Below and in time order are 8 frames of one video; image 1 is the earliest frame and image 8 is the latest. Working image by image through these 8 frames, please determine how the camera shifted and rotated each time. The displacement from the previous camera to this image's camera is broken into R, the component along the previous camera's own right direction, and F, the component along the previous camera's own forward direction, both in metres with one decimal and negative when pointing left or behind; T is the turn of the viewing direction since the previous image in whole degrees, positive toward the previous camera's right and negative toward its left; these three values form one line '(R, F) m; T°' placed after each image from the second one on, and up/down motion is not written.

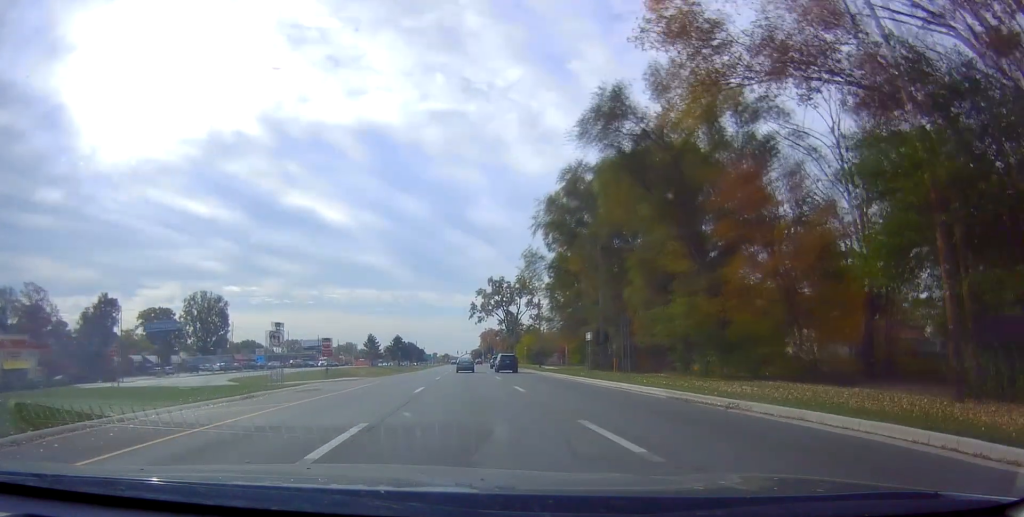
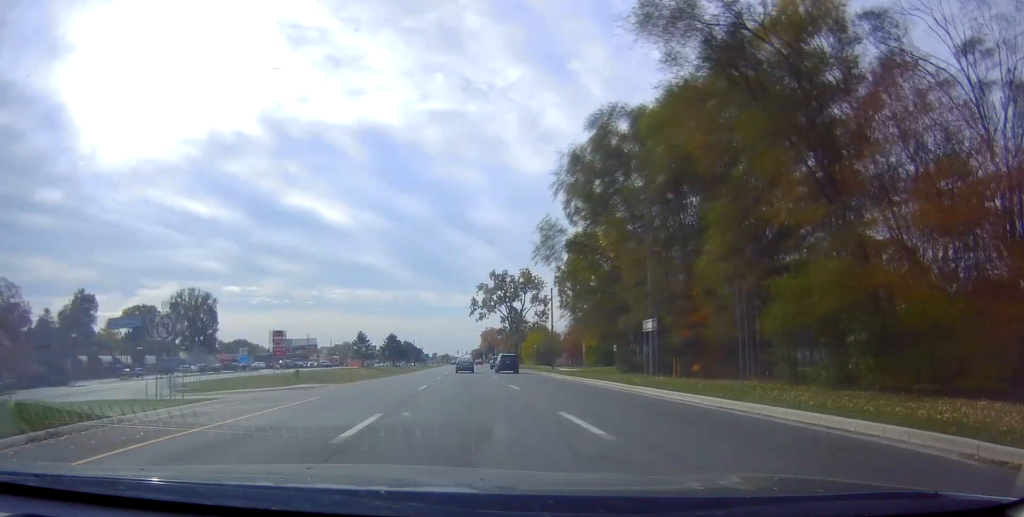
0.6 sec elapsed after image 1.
(-0.5, +12.9) m; 0°
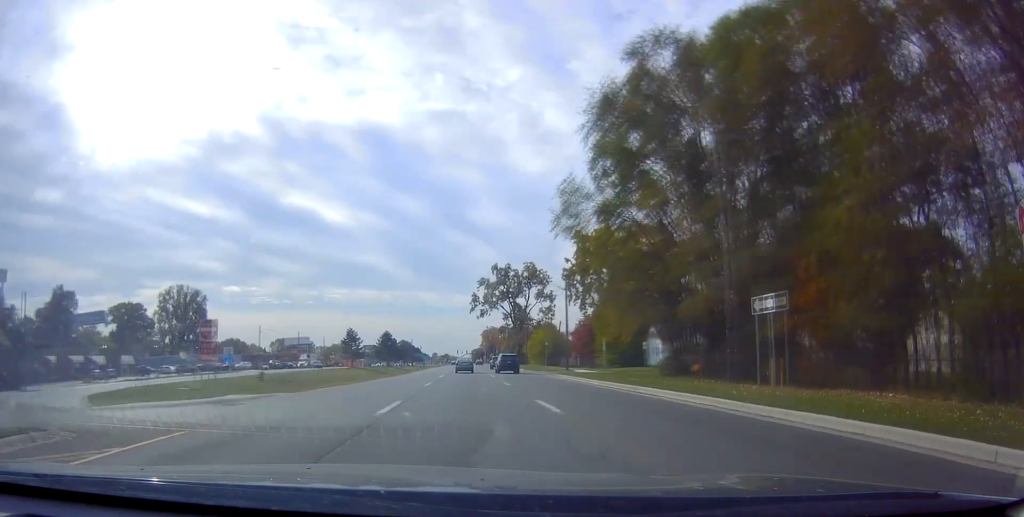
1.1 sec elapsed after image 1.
(+0.2, +10.7) m; 0°
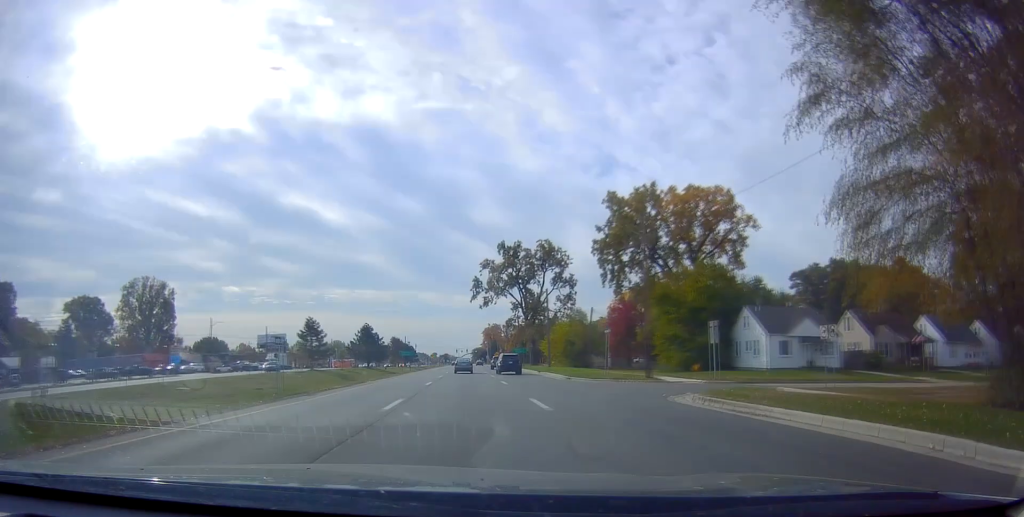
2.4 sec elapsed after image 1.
(+0.3, +28.6) m; +1°
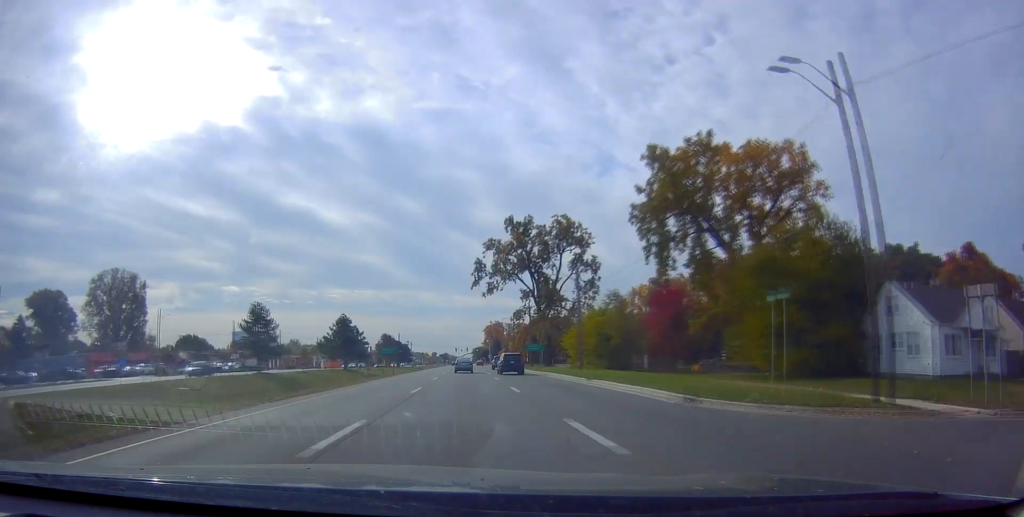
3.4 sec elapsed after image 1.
(+0.1, +21.5) m; -1°
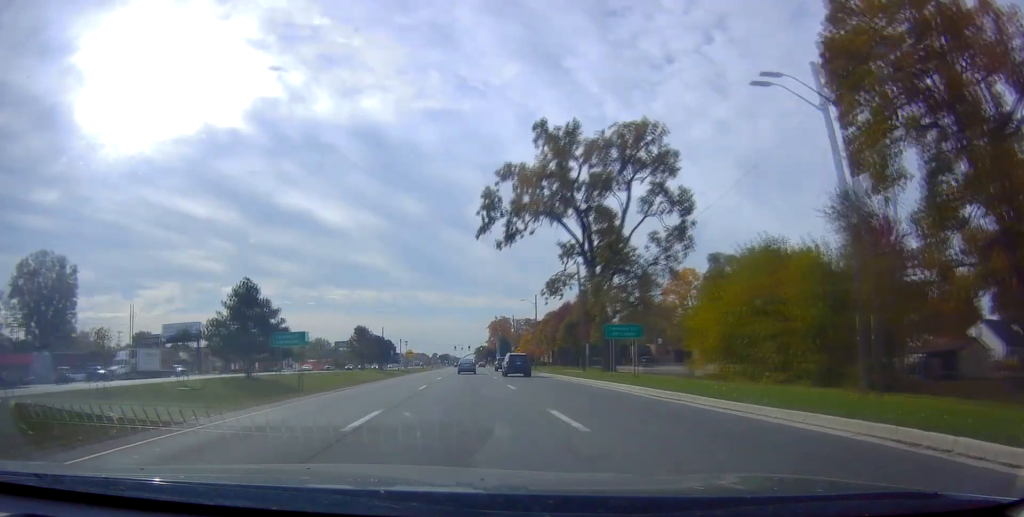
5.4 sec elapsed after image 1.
(-0.3, +42.3) m; 0°
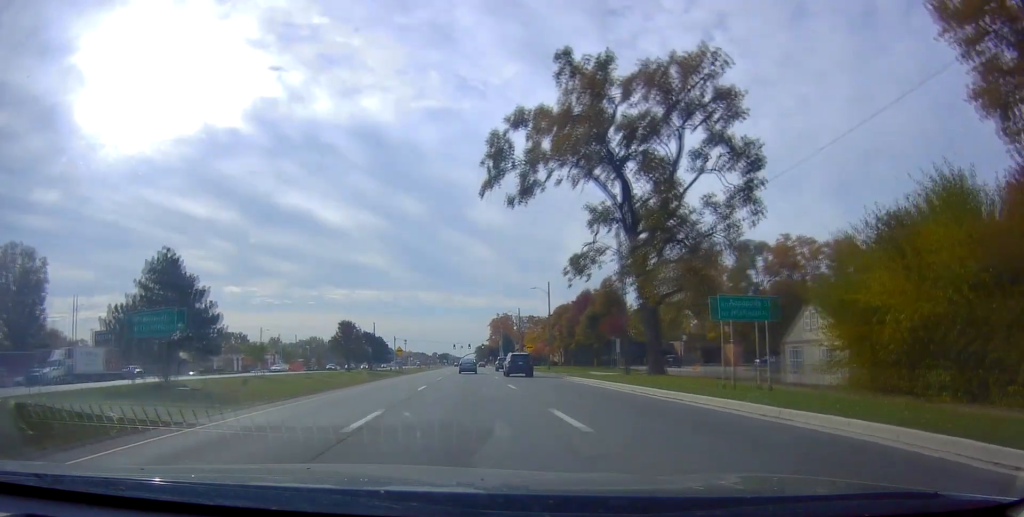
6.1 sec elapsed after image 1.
(+0.1, +15.0) m; 0°
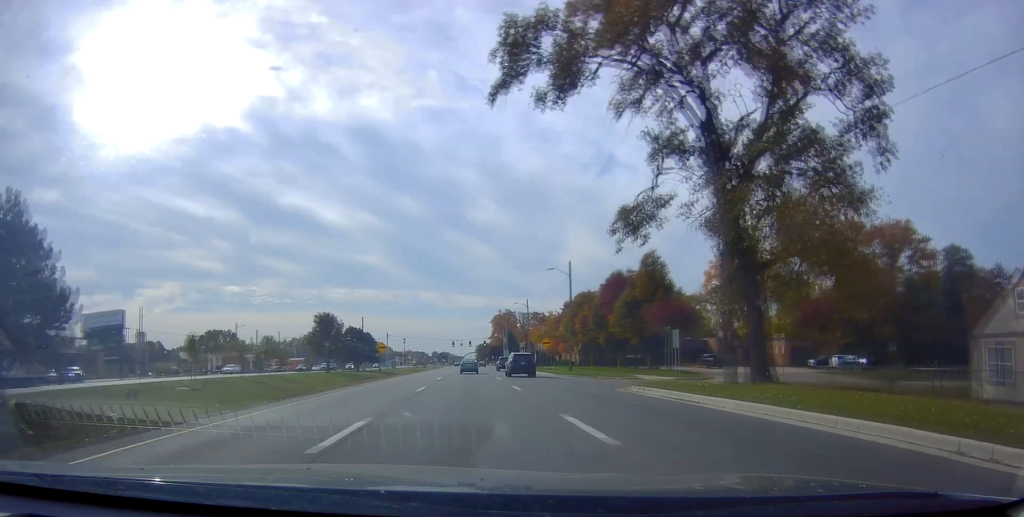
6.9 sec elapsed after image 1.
(-0.2, +16.4) m; 0°
